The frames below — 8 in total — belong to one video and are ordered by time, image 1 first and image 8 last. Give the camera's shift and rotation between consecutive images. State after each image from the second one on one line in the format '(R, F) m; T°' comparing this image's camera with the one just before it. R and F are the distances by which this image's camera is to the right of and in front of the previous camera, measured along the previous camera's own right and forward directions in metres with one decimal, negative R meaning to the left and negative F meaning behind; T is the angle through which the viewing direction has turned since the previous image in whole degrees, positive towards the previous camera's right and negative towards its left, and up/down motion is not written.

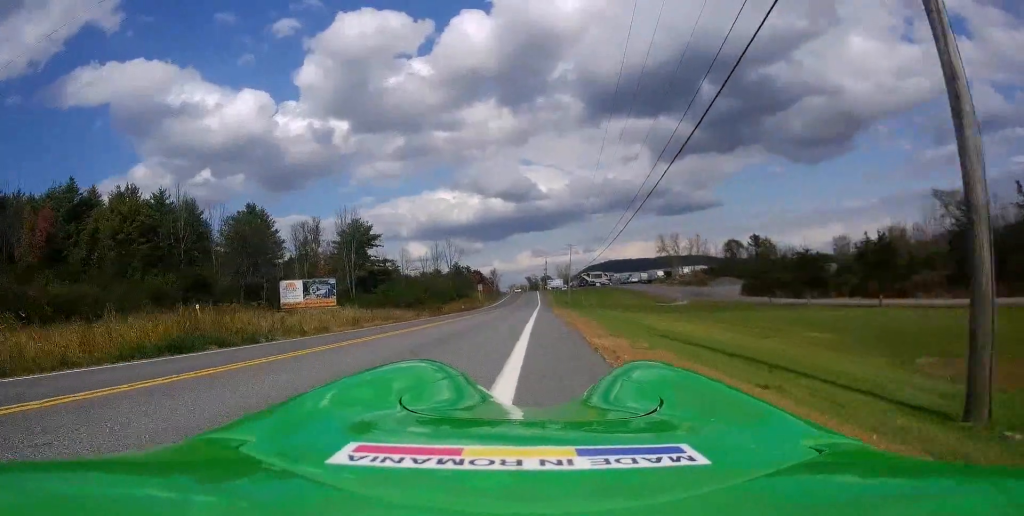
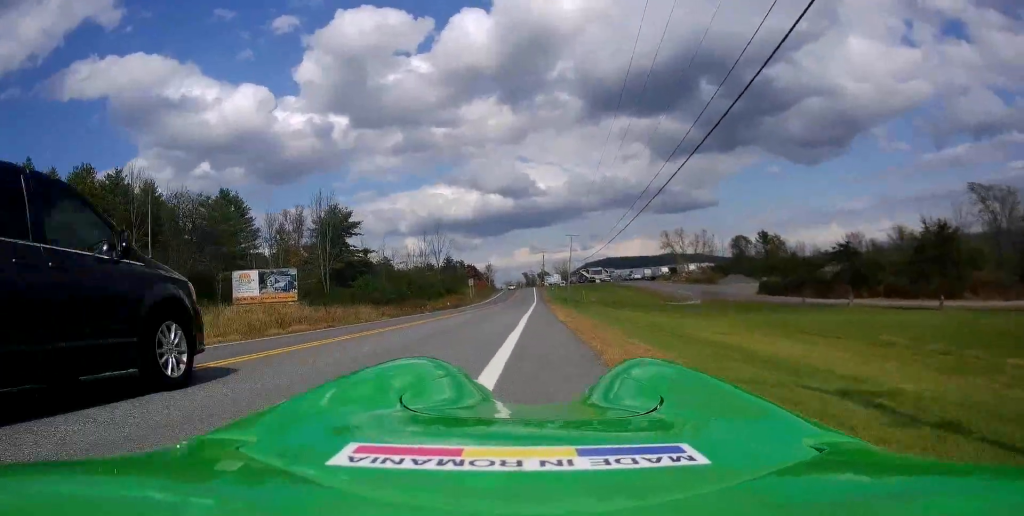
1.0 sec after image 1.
(-0.4, +10.8) m; 0°
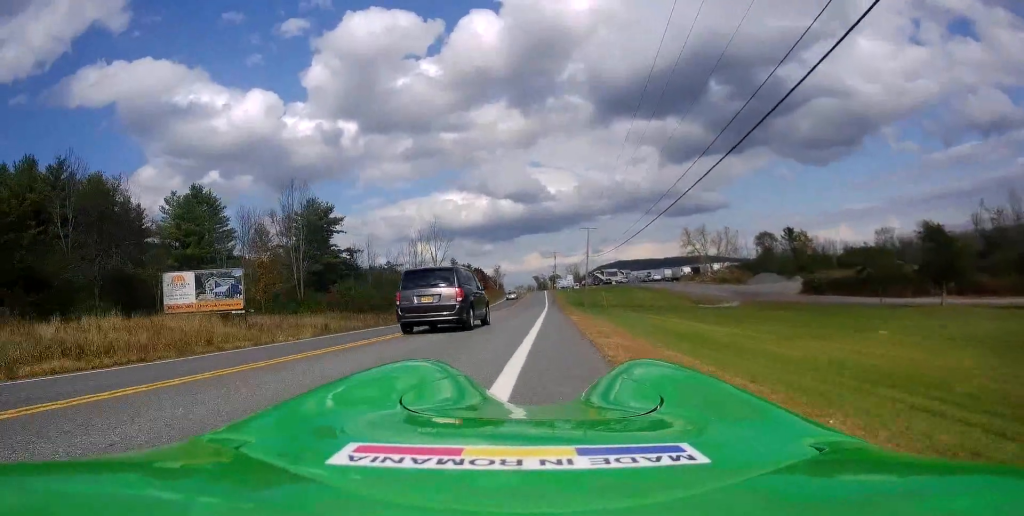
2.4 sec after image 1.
(+0.5, +14.4) m; +2°
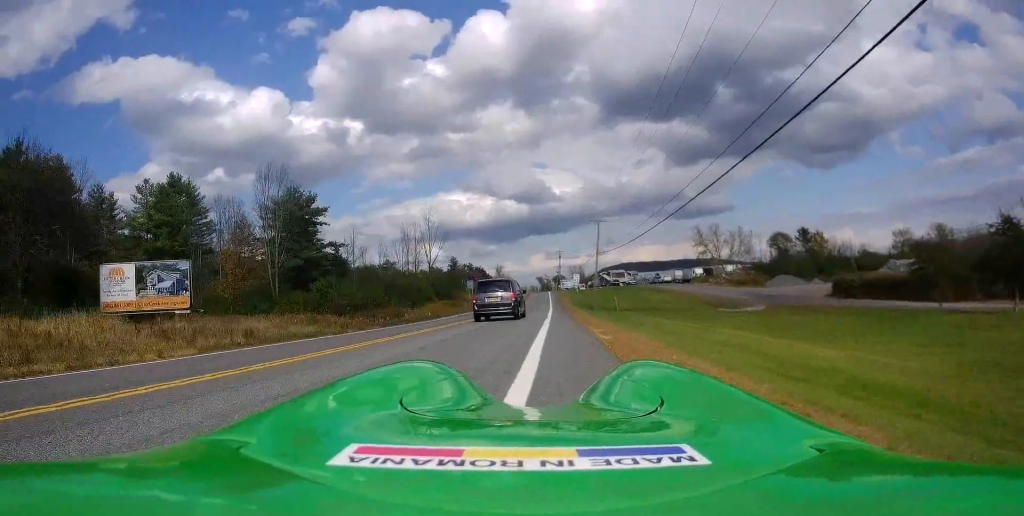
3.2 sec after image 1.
(0.0, +8.7) m; 0°
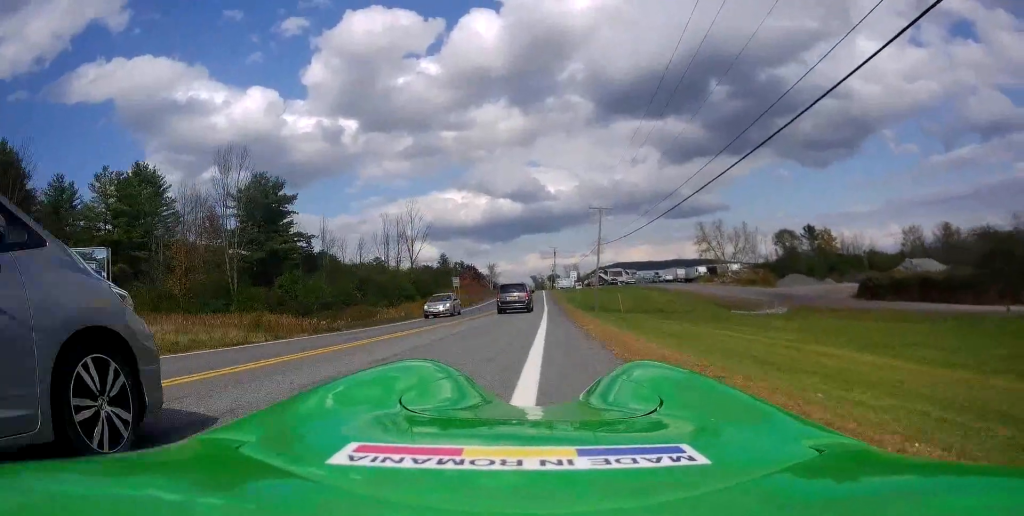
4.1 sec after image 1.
(0.0, +8.7) m; -2°
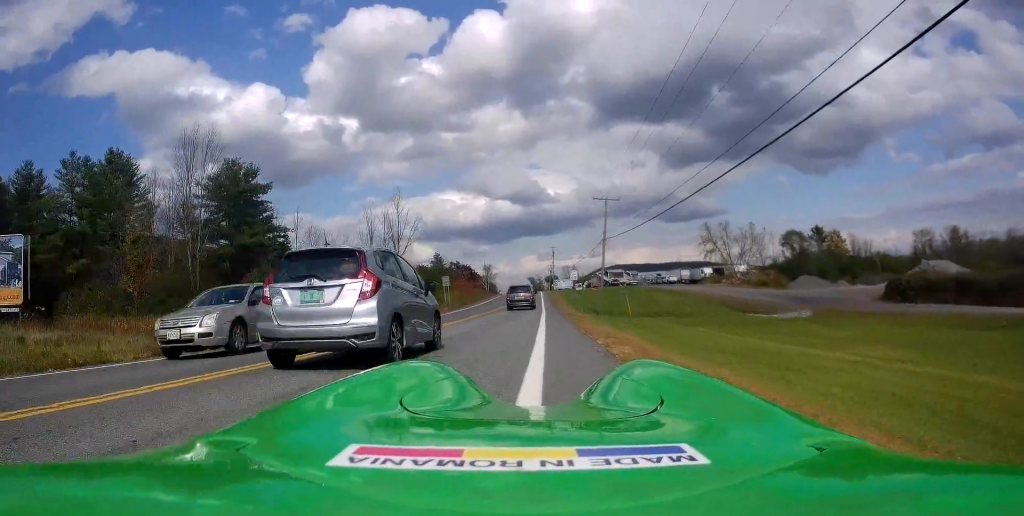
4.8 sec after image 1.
(-0.3, +6.9) m; 0°
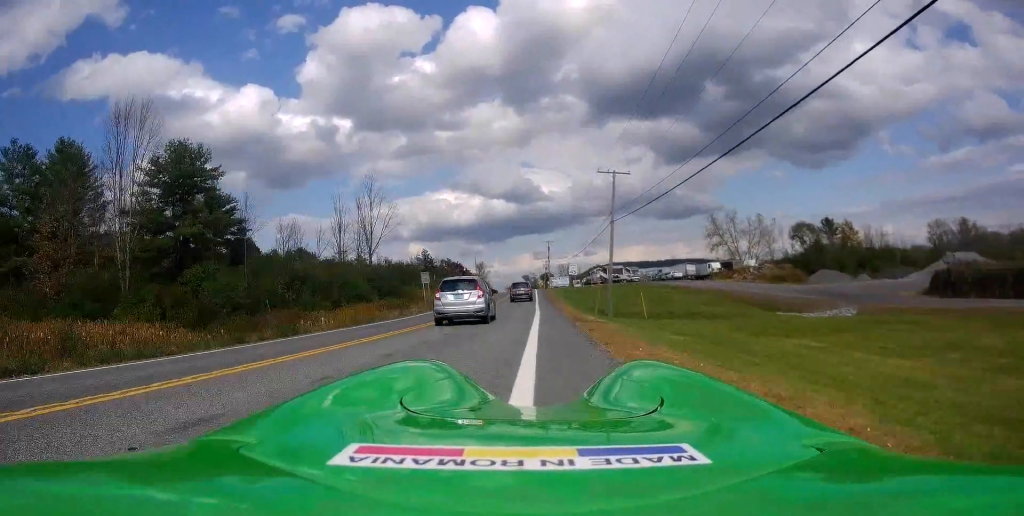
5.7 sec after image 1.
(+0.1, +9.9) m; 0°
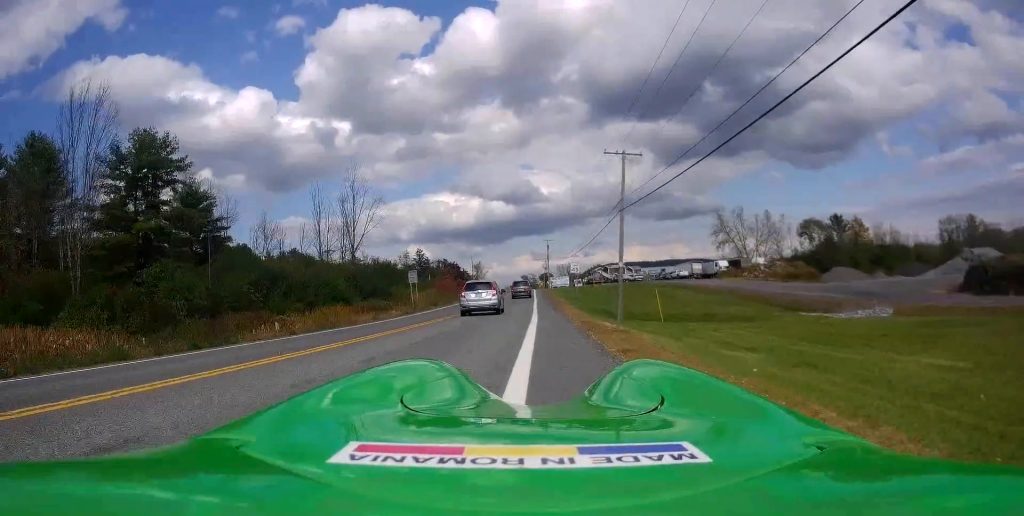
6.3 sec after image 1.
(+0.1, +6.0) m; 0°
